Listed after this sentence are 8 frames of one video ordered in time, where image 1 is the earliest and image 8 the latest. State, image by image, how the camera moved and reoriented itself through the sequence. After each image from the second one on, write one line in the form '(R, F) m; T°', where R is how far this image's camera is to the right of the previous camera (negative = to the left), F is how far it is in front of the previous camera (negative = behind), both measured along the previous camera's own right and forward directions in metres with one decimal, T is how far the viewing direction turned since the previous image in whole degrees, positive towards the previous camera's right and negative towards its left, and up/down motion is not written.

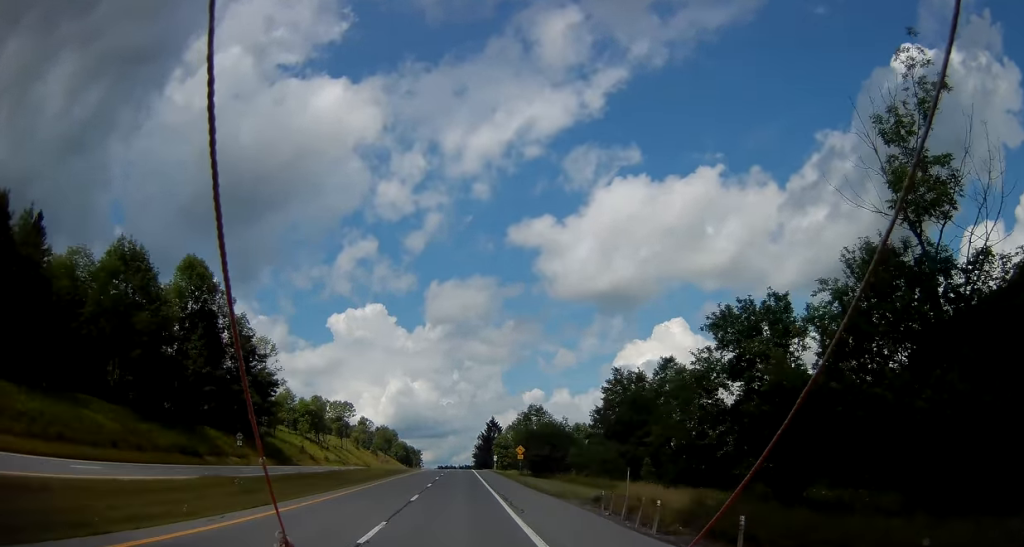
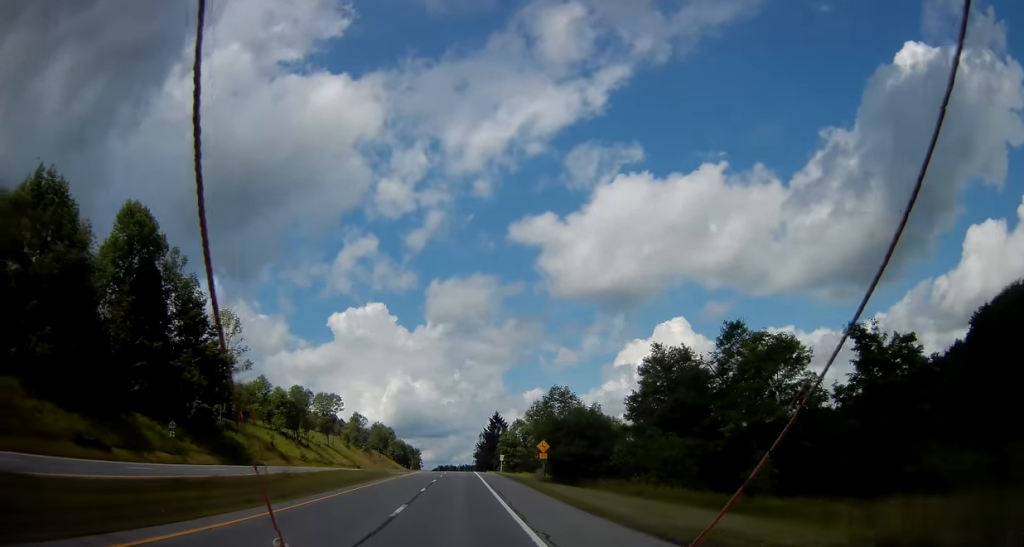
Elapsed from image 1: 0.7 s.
(0.0, +18.1) m; 0°
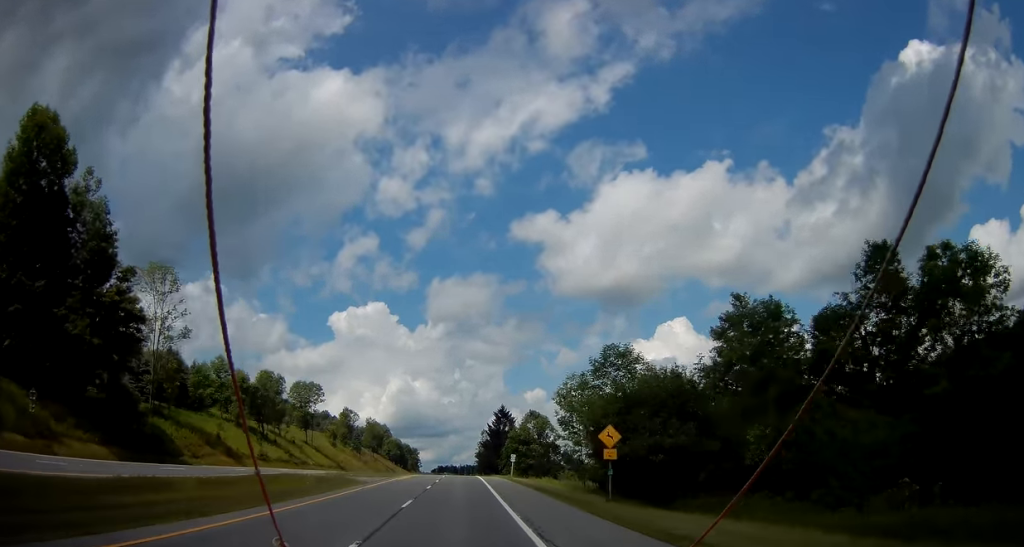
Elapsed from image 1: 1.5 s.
(-0.1, +21.4) m; 0°
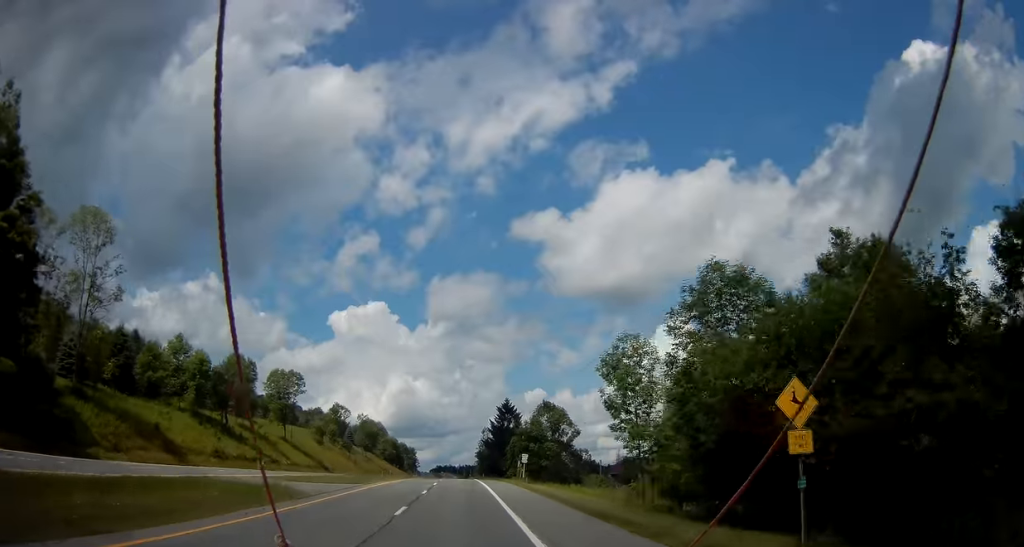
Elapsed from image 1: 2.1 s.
(0.0, +15.4) m; +1°
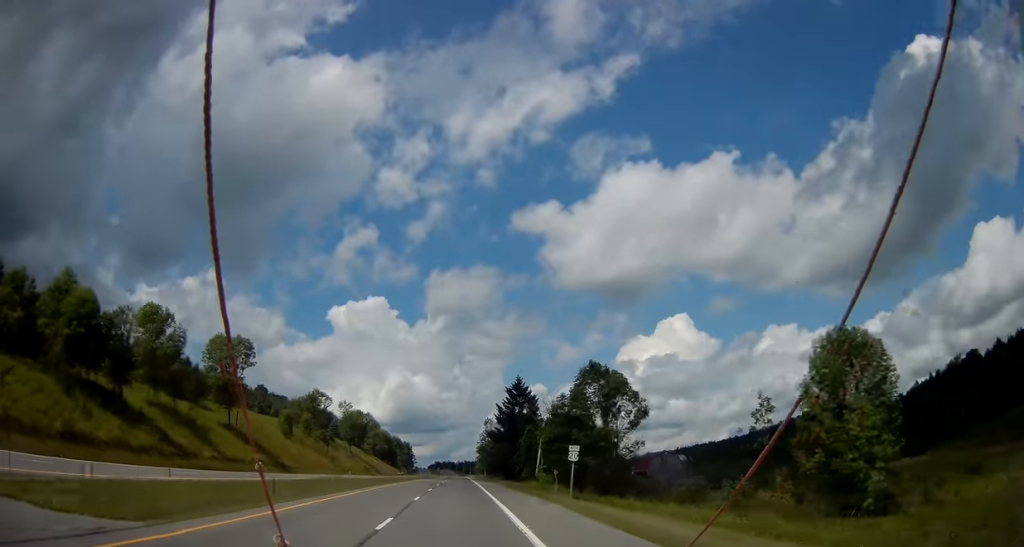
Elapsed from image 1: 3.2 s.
(+0.4, +28.2) m; 0°
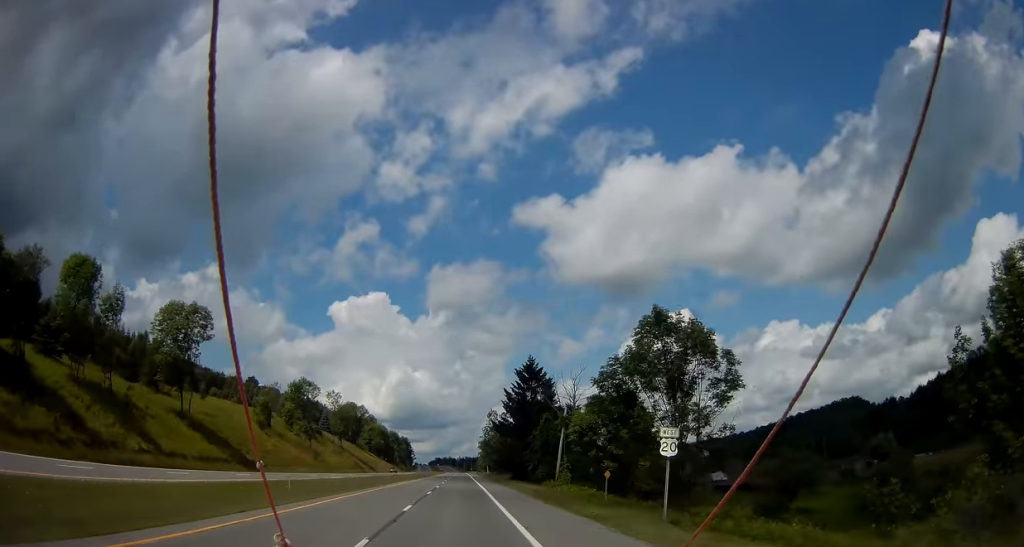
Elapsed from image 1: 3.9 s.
(-0.1, +16.2) m; 0°
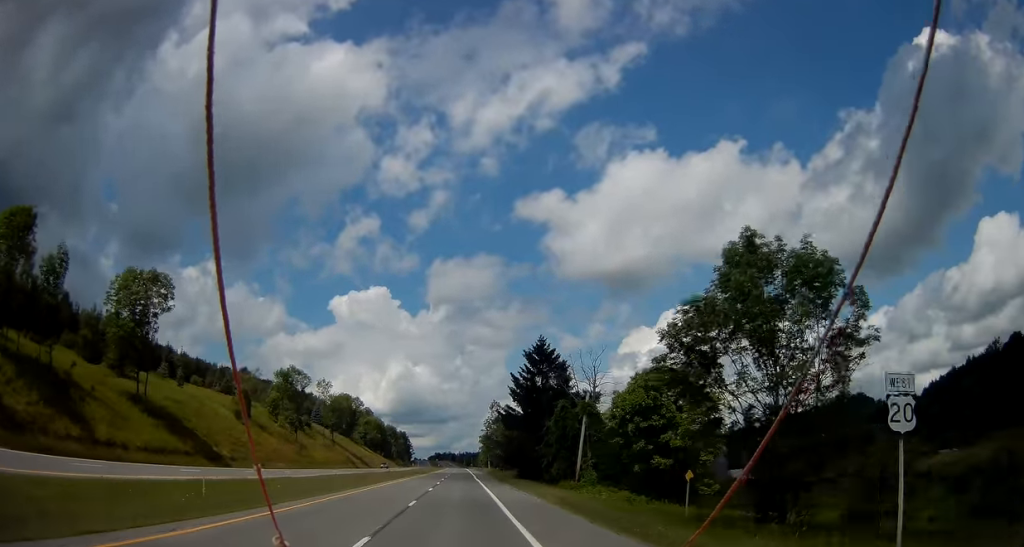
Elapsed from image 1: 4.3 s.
(-0.1, +11.1) m; 0°
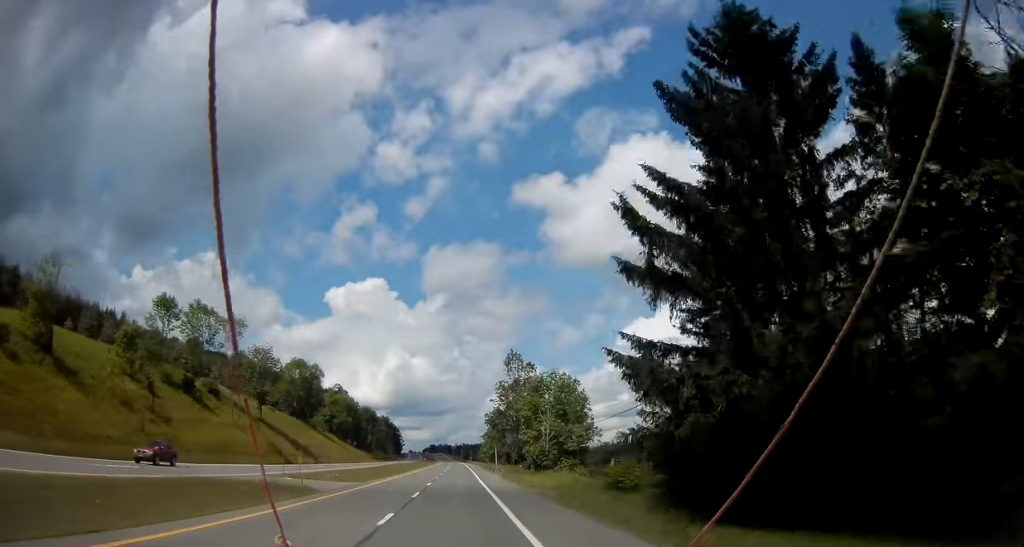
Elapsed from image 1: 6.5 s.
(+0.7, +56.3) m; +1°
